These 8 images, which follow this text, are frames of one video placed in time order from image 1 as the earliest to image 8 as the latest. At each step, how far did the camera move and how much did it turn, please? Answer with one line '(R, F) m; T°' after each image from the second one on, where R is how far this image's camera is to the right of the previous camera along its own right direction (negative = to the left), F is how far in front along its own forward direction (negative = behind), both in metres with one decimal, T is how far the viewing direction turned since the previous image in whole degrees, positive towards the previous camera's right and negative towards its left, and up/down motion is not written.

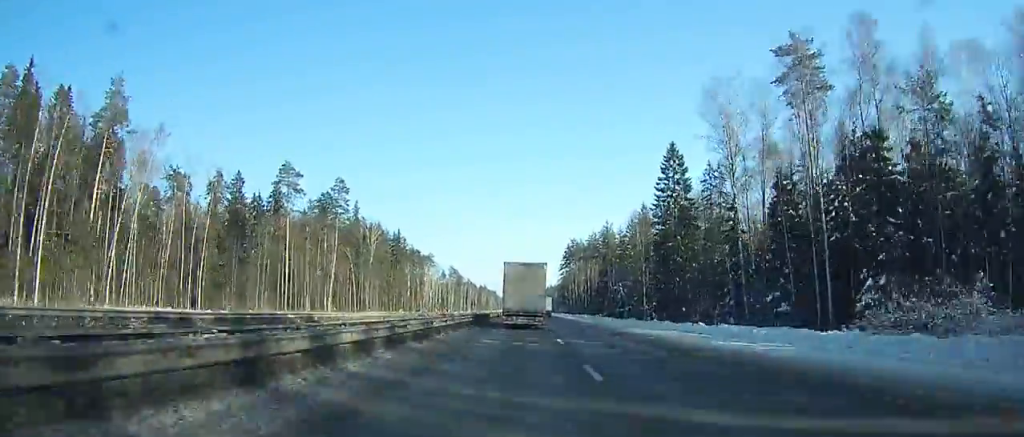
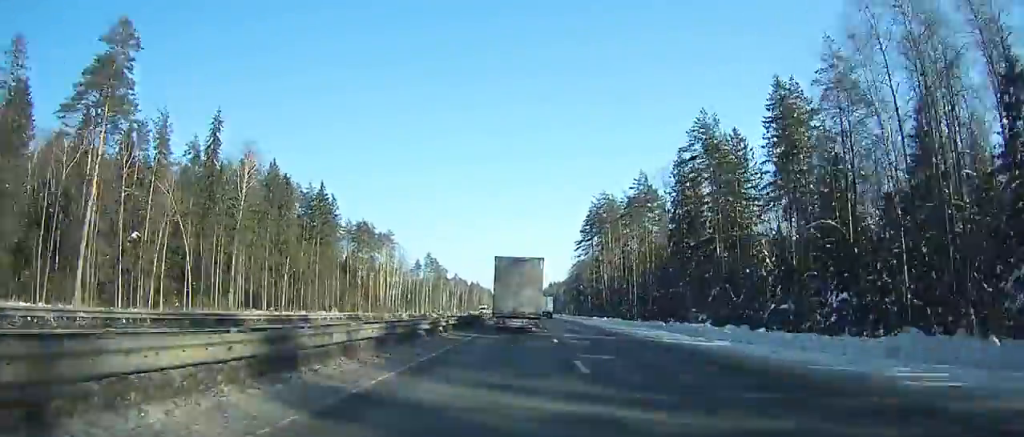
(+0.1, +83.2) m; 0°
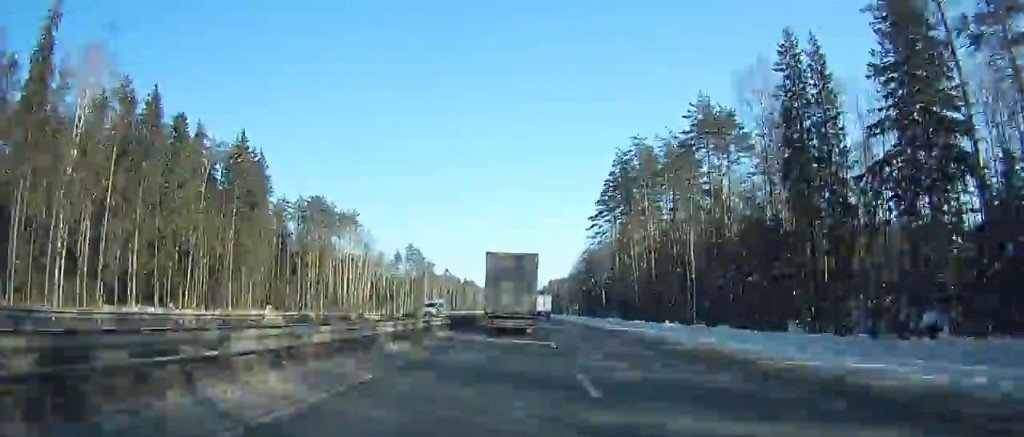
(+0.1, +40.0) m; 0°
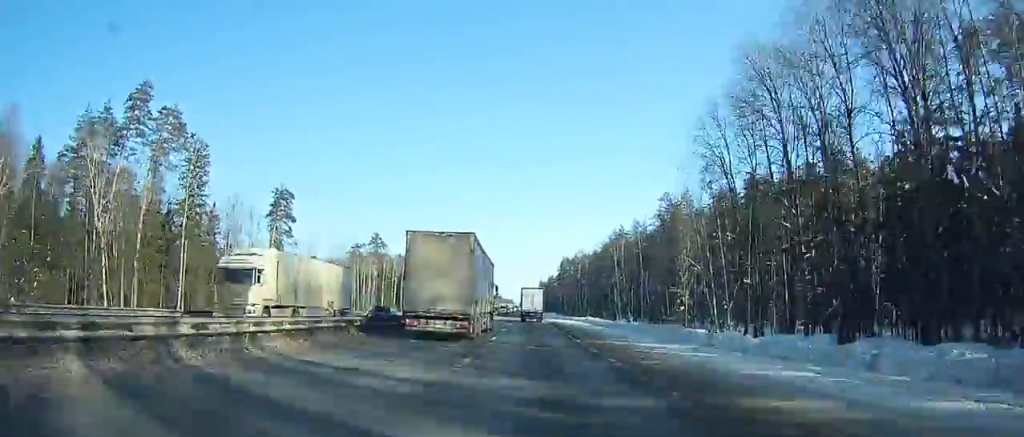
(+0.3, +177.3) m; -1°
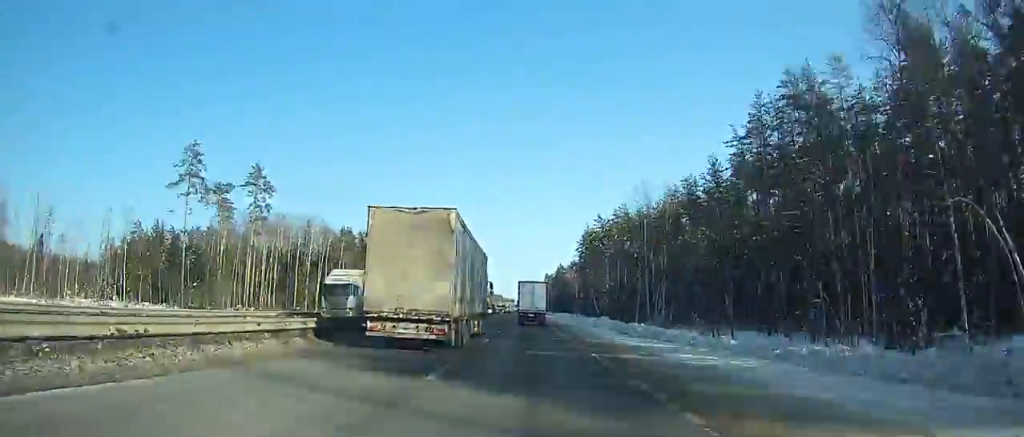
(-0.8, +97.2) m; -1°
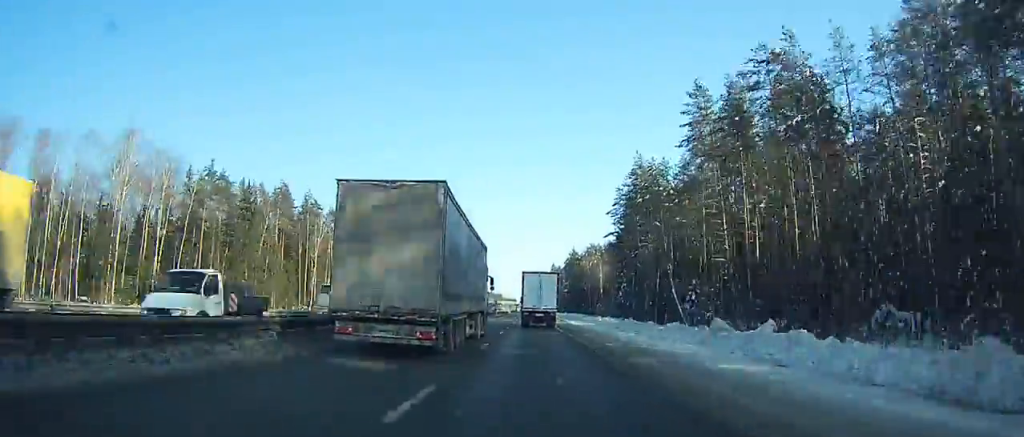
(-0.1, +74.9) m; 0°
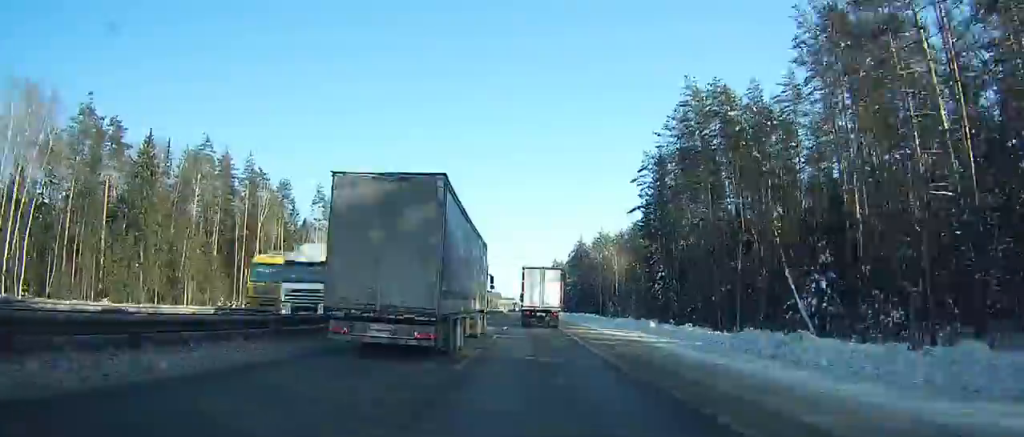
(0.0, +30.7) m; 0°
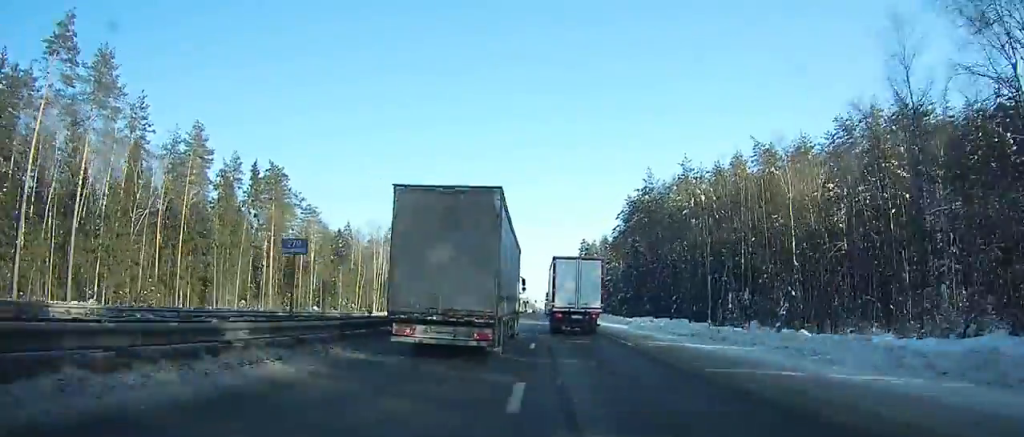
(-0.2, +90.0) m; 0°
